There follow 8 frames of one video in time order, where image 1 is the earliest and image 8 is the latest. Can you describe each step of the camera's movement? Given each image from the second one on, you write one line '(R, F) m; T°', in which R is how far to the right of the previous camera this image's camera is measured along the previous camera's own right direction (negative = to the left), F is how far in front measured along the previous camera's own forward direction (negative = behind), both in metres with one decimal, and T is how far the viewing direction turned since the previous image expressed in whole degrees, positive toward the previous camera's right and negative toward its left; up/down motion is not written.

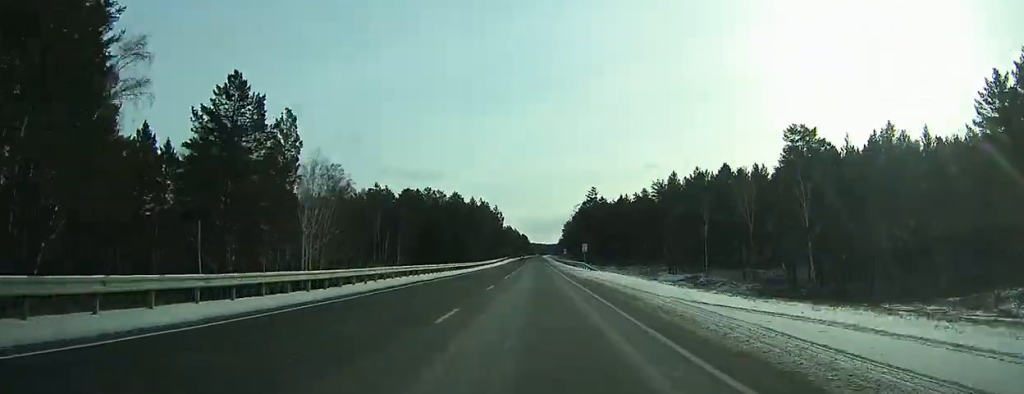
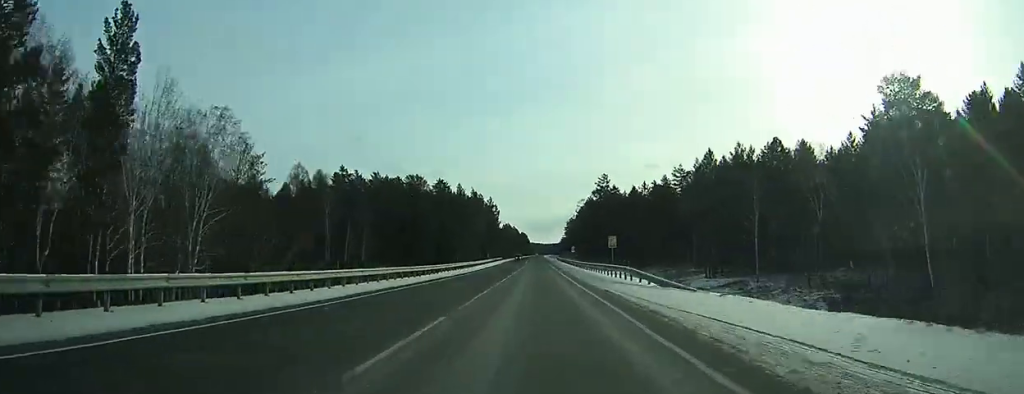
(-0.9, +29.2) m; -2°
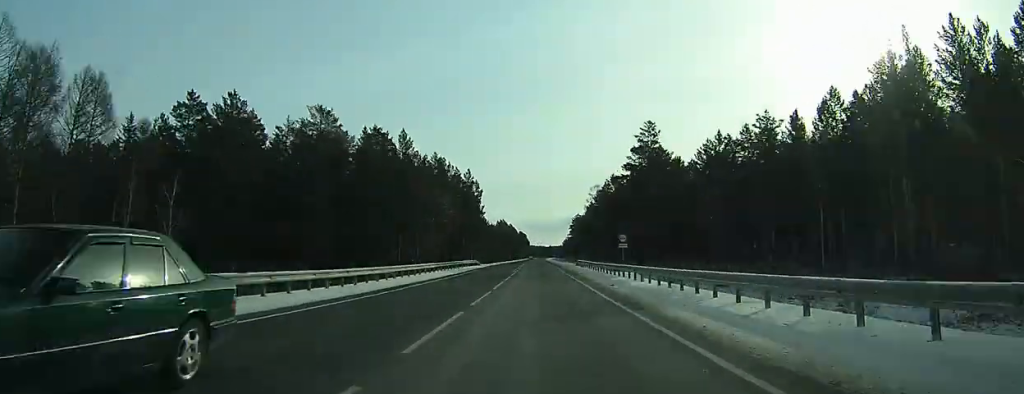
(-3.1, +66.7) m; -4°
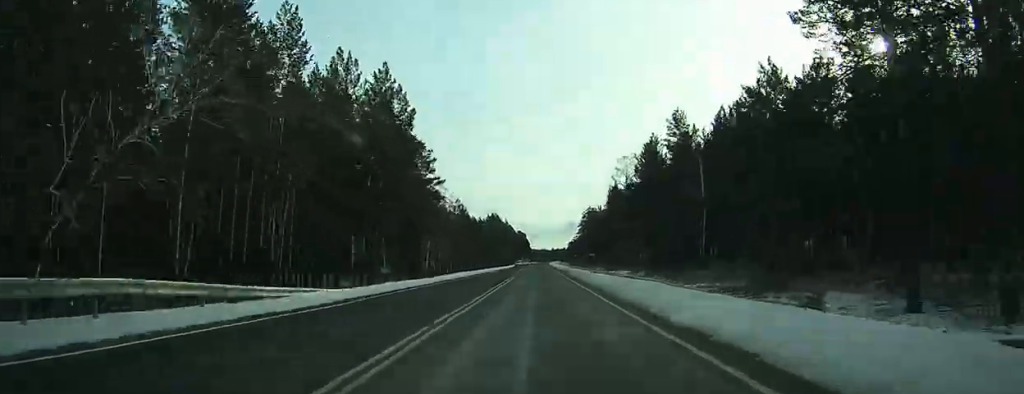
(-1.6, +81.9) m; +13°
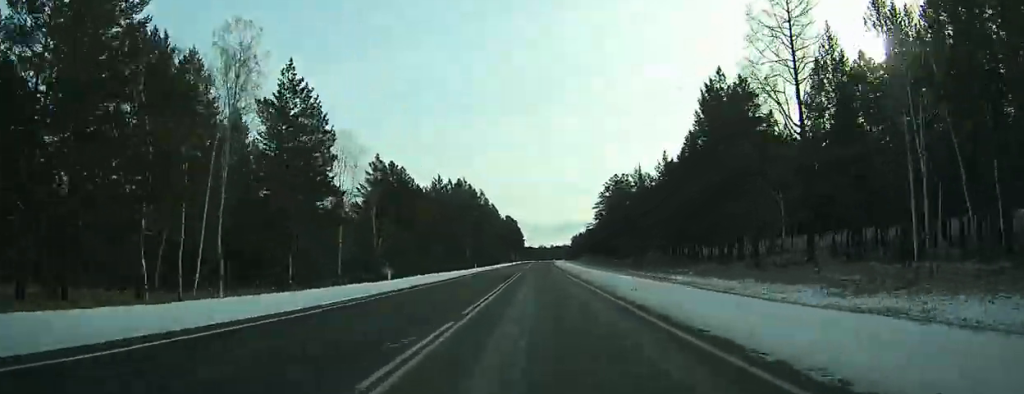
(+18.5, +93.7) m; +3°
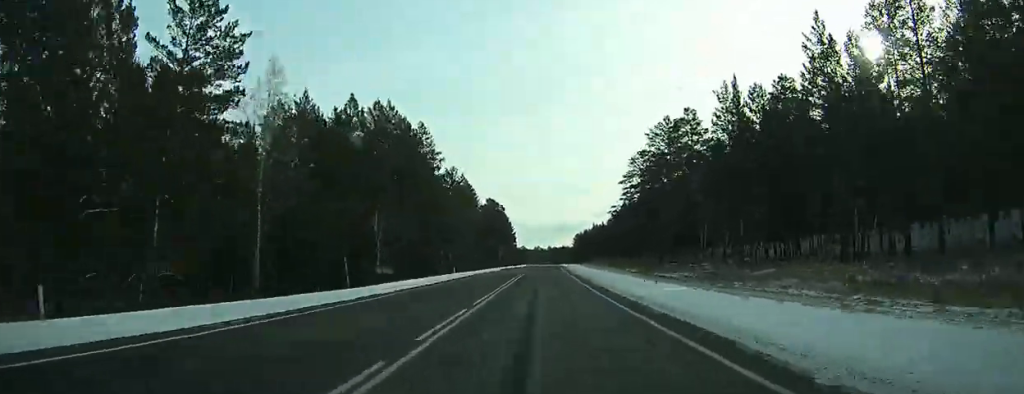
(-8.3, +71.4) m; -7°
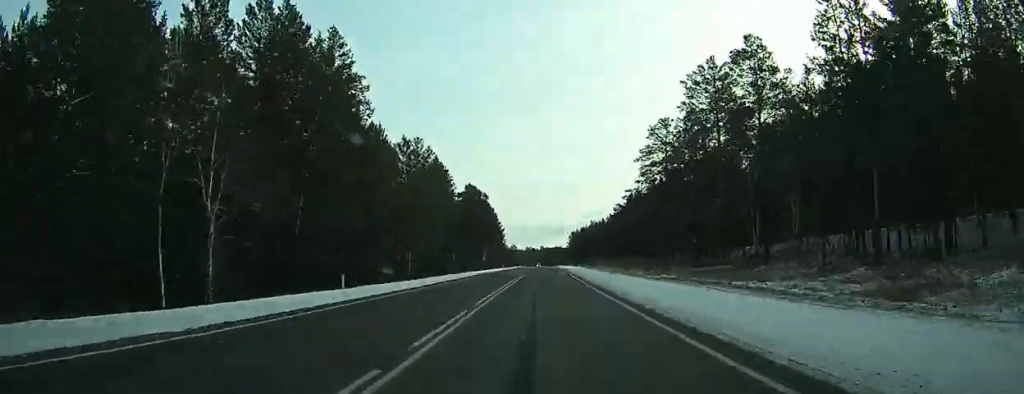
(+0.2, +32.4) m; 0°
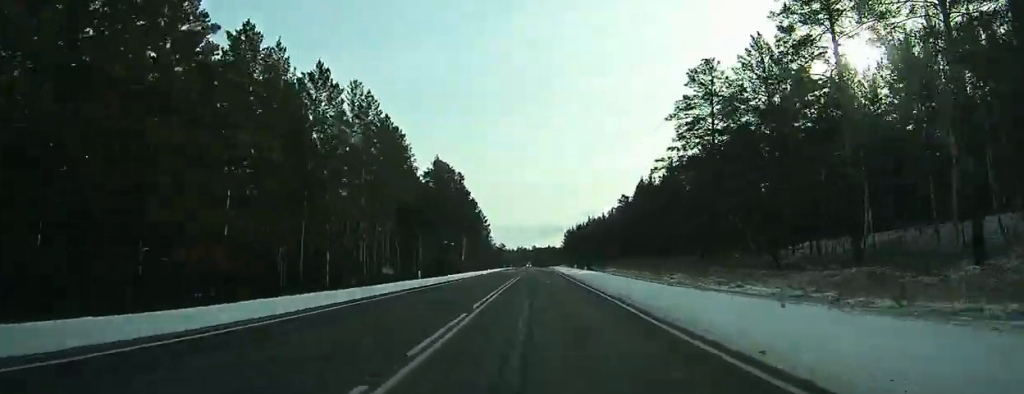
(+0.4, +33.3) m; 0°
